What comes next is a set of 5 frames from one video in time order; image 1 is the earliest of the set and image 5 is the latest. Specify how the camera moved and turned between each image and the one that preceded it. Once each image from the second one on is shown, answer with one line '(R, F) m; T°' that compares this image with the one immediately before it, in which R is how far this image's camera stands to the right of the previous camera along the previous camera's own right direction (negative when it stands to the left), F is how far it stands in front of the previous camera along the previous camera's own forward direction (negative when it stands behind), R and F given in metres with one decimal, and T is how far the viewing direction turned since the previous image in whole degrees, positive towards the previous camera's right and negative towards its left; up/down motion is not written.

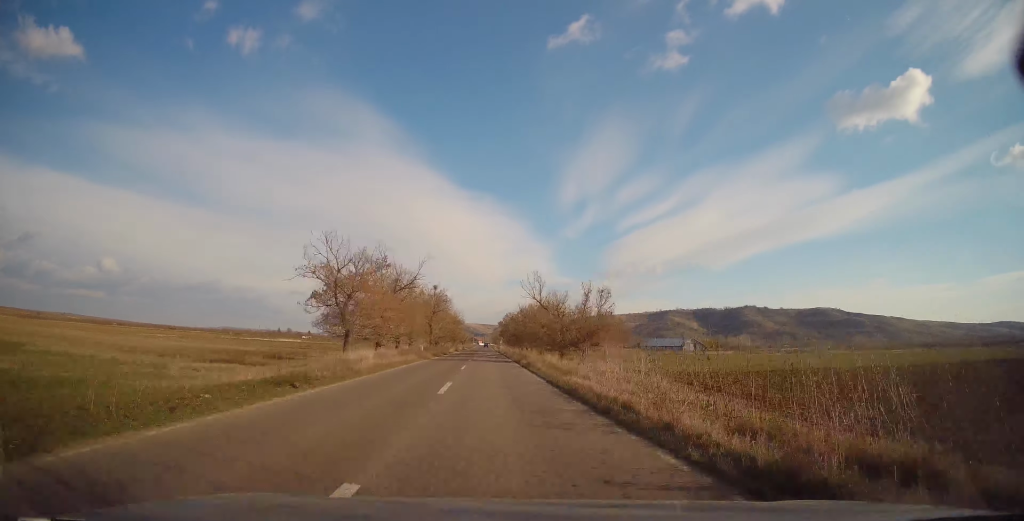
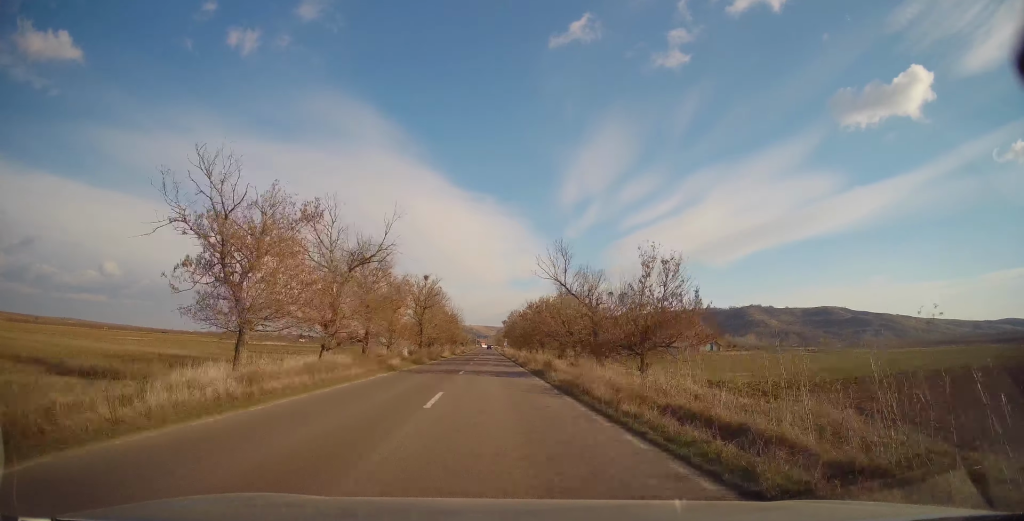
(-0.3, +14.4) m; -1°
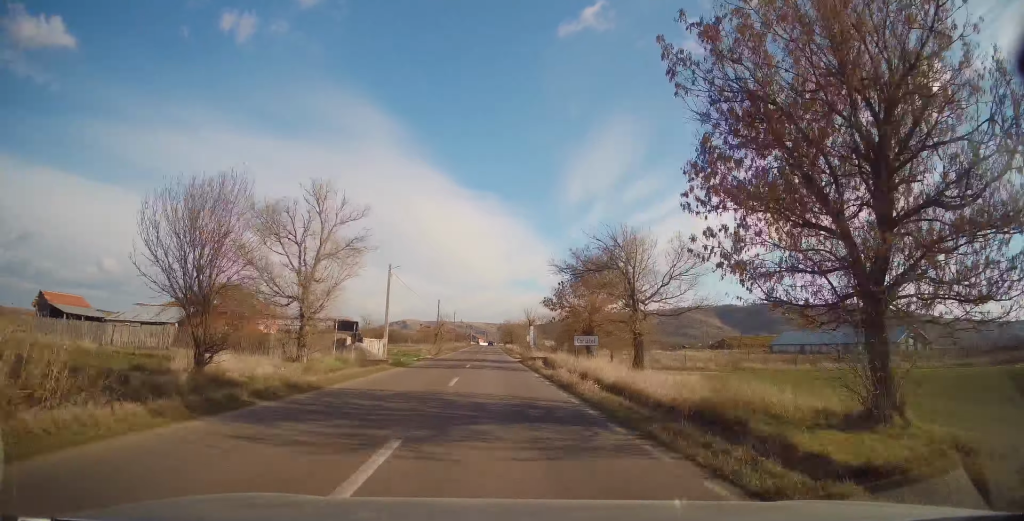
(-1.0, +113.8) m; 0°
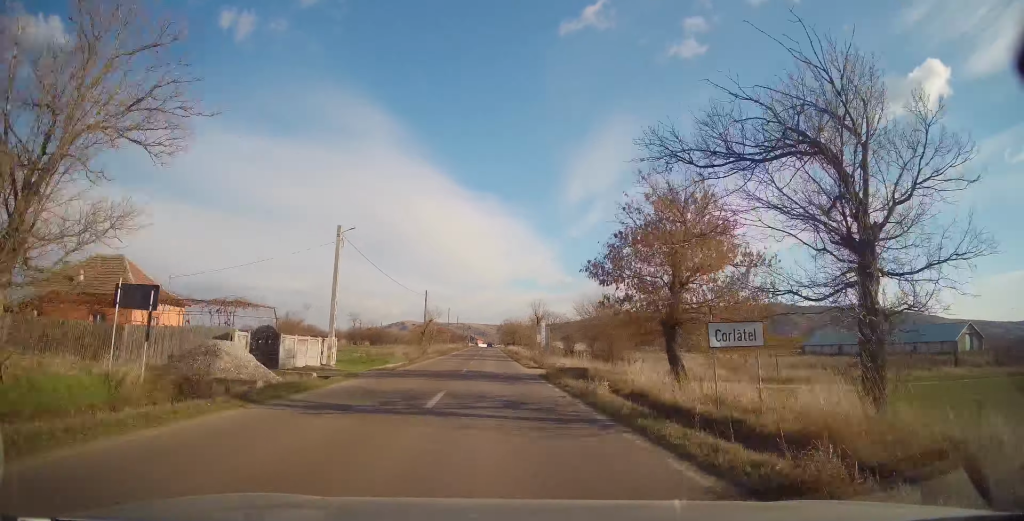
(+0.2, +16.9) m; +1°
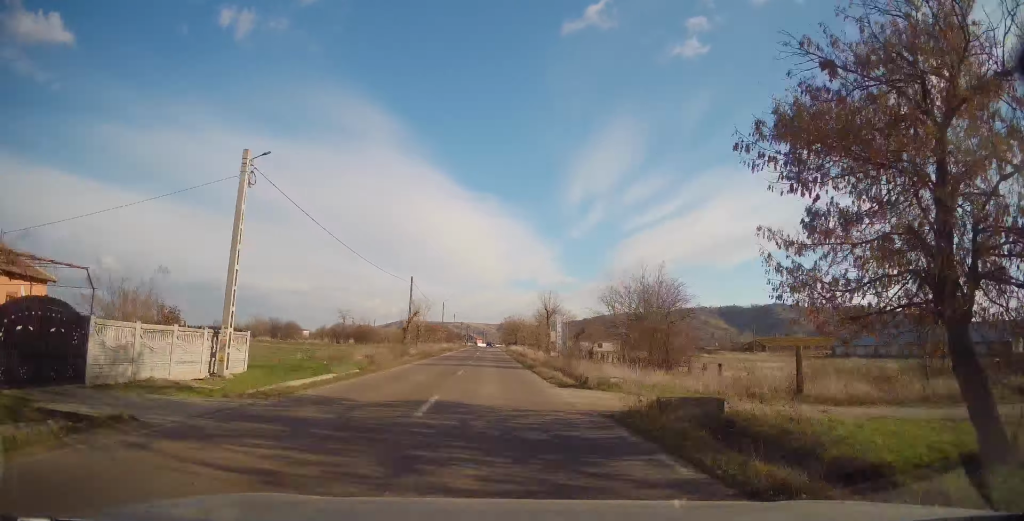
(+0.4, +13.7) m; +1°
